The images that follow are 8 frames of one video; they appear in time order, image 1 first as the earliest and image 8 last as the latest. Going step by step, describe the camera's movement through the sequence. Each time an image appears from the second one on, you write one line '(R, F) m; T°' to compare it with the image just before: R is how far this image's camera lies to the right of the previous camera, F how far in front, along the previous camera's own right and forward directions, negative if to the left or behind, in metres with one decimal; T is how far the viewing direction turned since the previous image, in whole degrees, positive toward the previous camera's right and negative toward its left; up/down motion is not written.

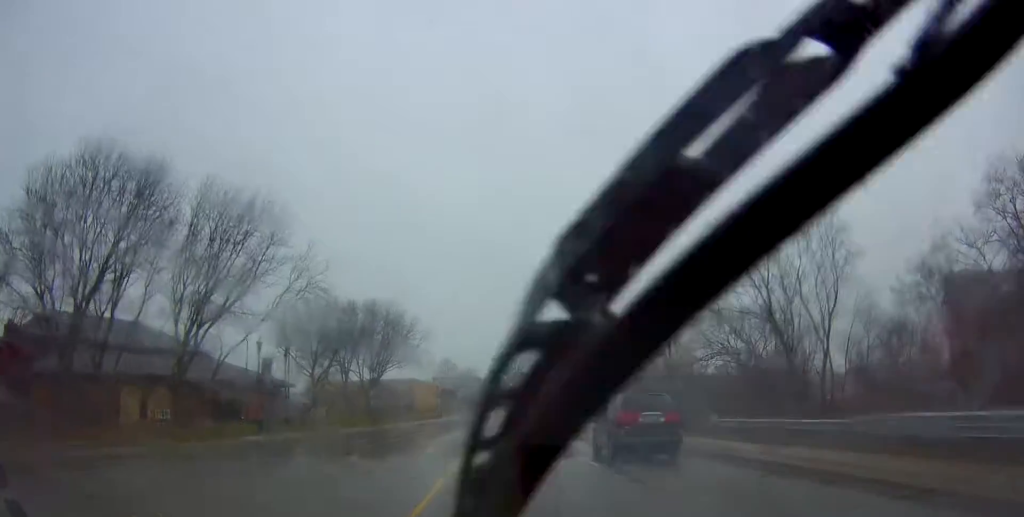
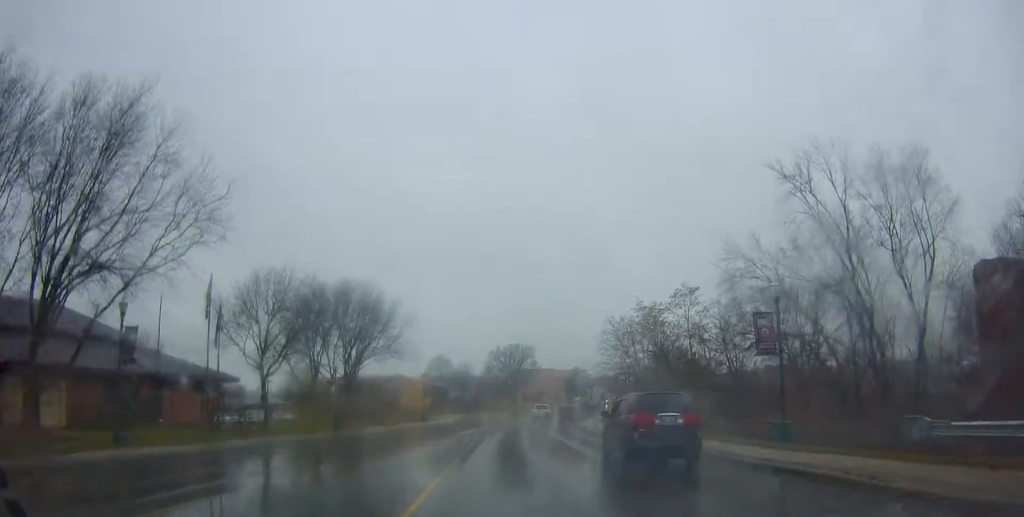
(+0.3, +14.4) m; +1°
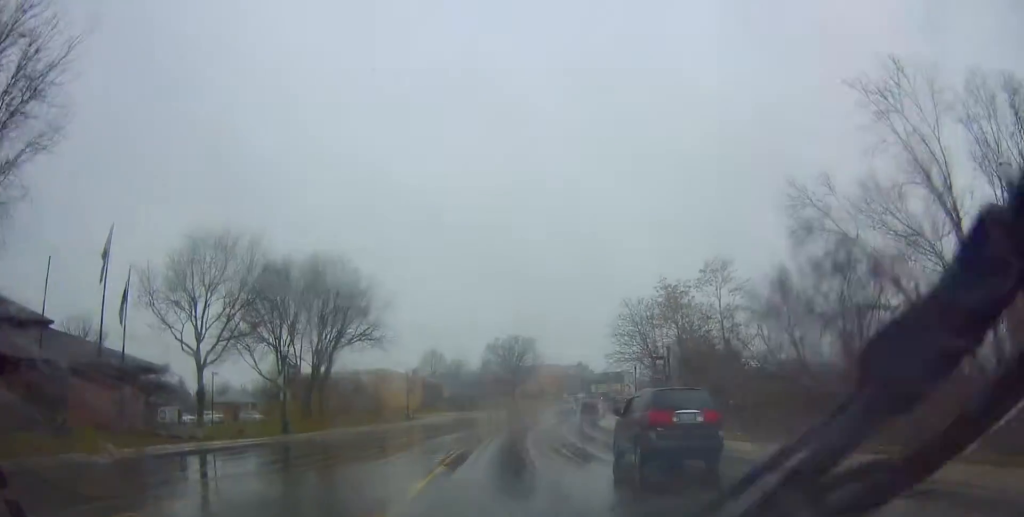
(0.0, +12.3) m; 0°
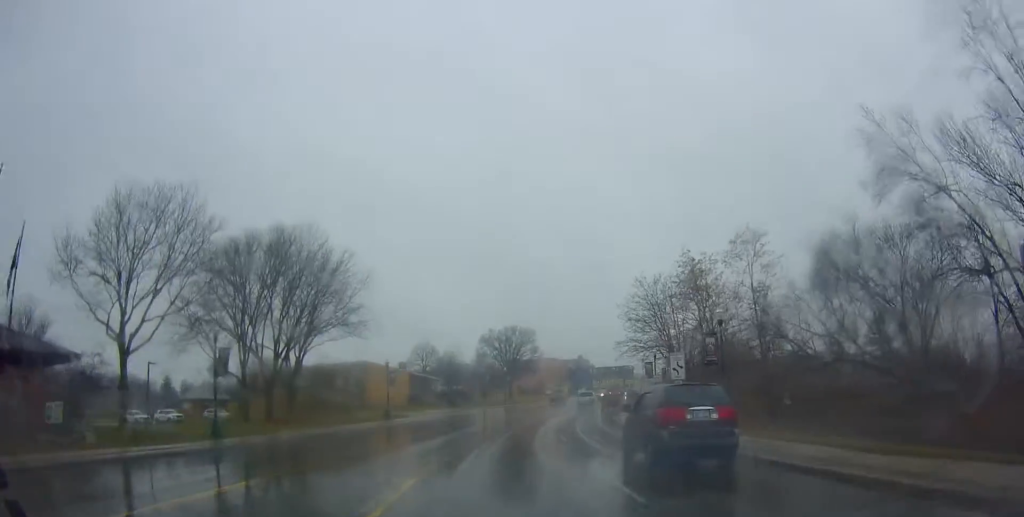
(-0.1, +10.1) m; +1°
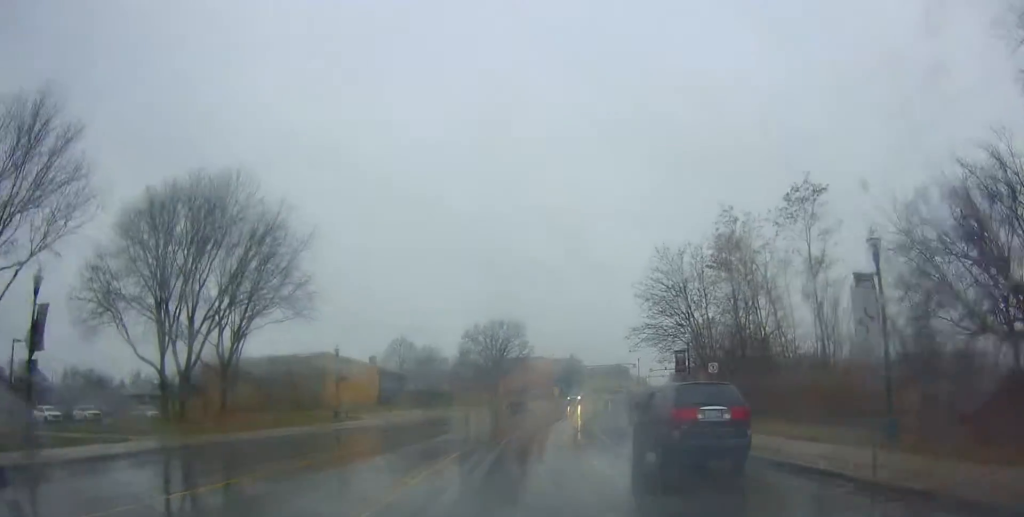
(+0.2, +14.2) m; +2°
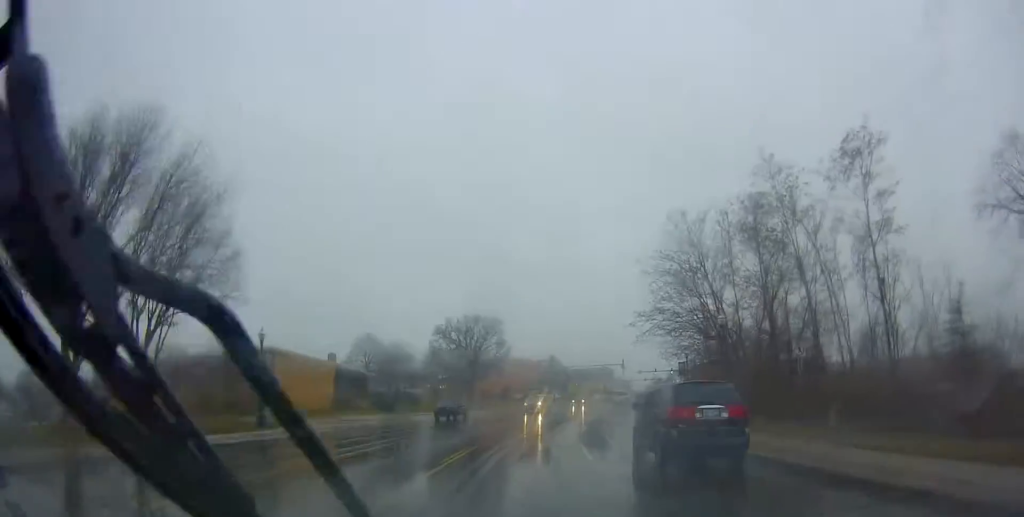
(+0.2, +11.0) m; +2°
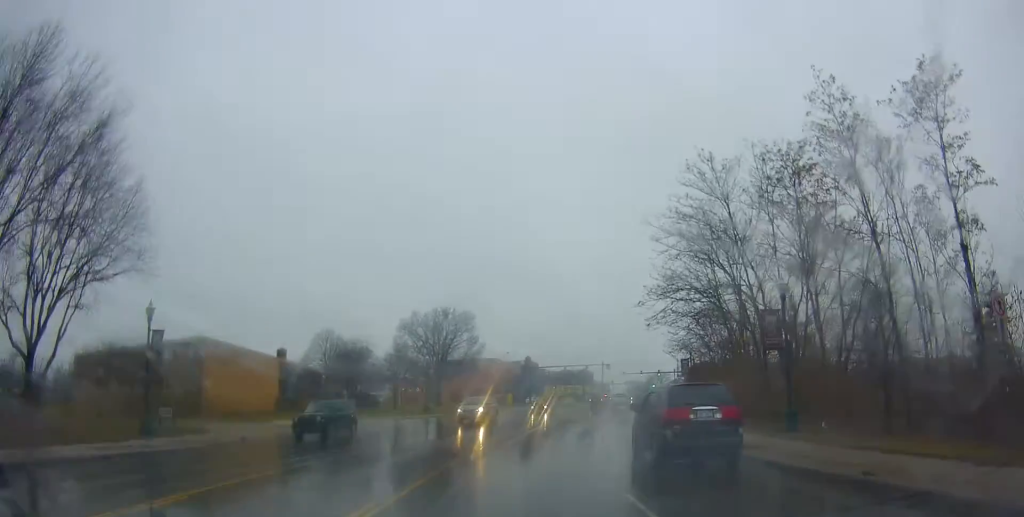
(+0.1, +10.1) m; +2°
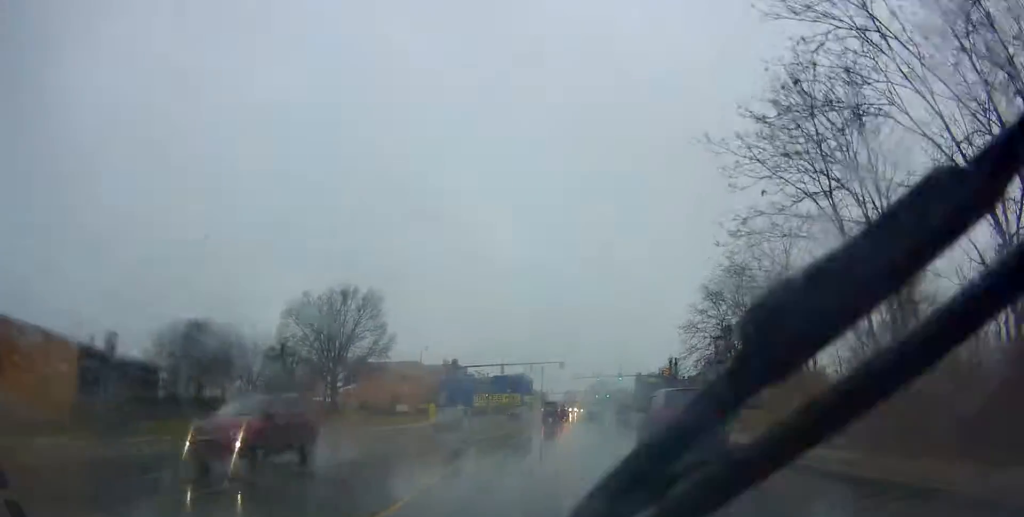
(+1.5, +23.6) m; +6°
